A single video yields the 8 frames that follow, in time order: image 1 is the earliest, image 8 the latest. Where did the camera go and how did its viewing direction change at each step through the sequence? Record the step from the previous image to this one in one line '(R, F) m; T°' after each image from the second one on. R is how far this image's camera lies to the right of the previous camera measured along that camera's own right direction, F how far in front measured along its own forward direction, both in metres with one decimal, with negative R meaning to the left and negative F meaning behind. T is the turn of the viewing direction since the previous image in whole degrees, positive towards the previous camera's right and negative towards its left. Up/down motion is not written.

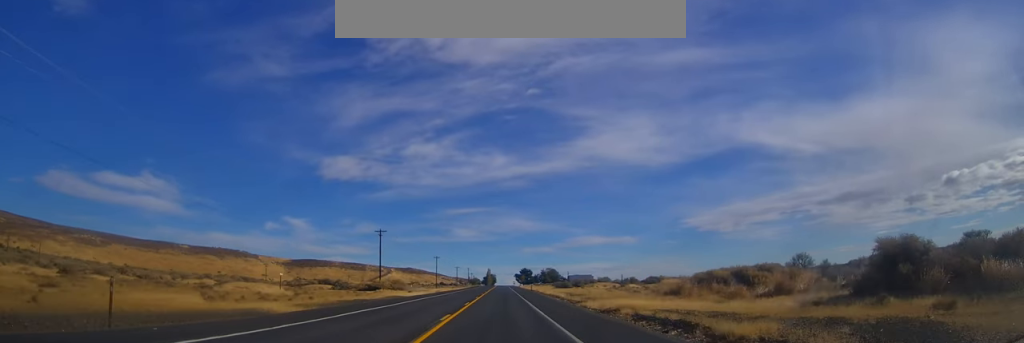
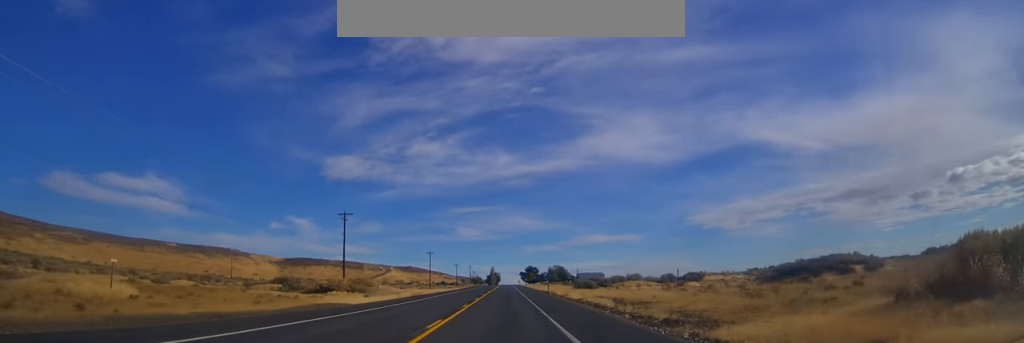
(+0.2, +28.3) m; 0°
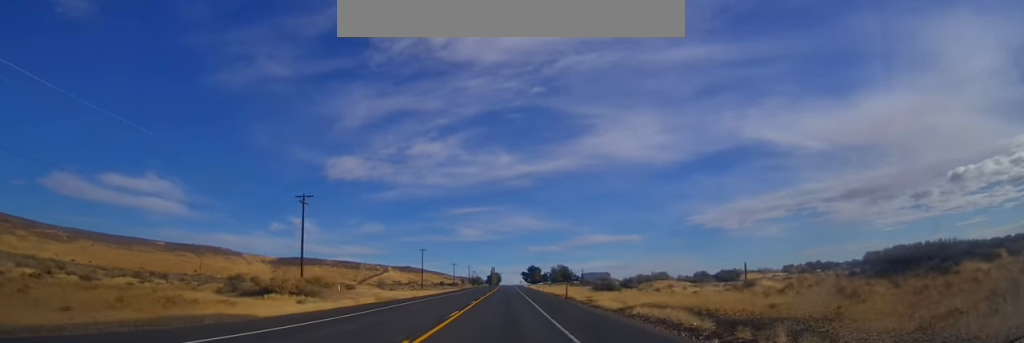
(+0.1, +18.4) m; -1°
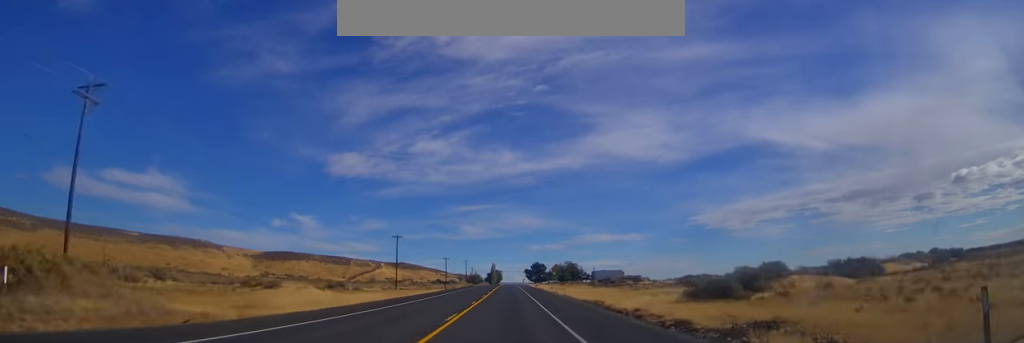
(-0.7, +39.3) m; 0°
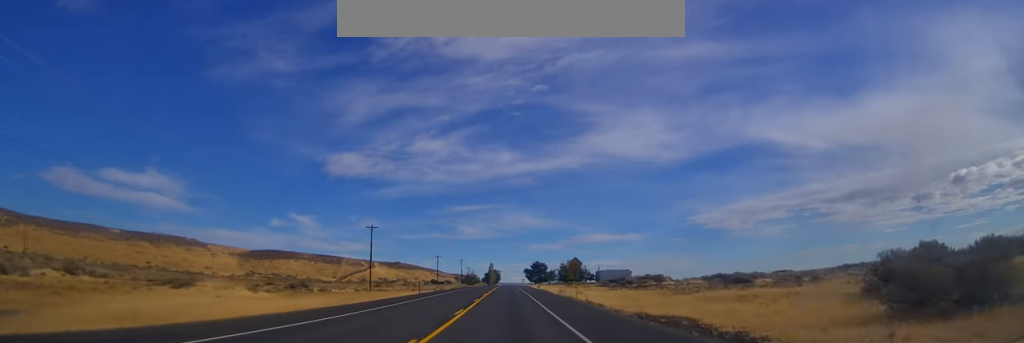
(+0.2, +21.9) m; +1°
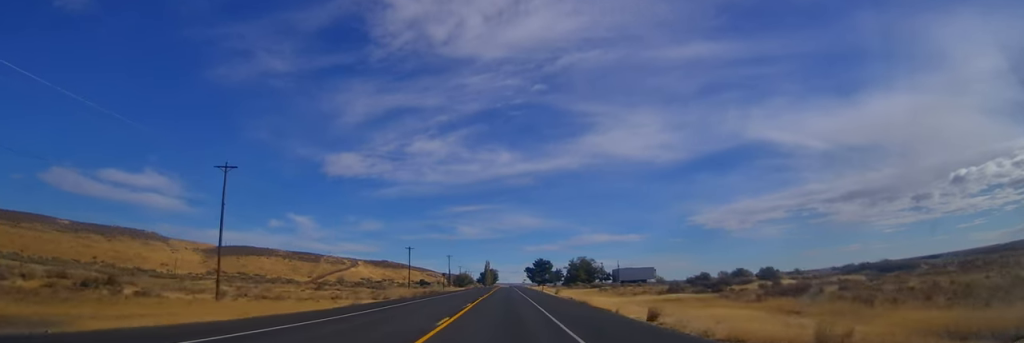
(+0.1, +54.8) m; -1°
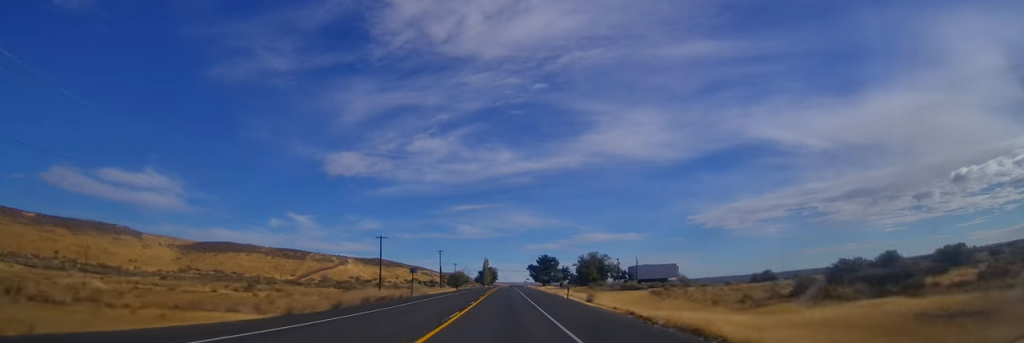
(0.0, +33.5) m; +1°
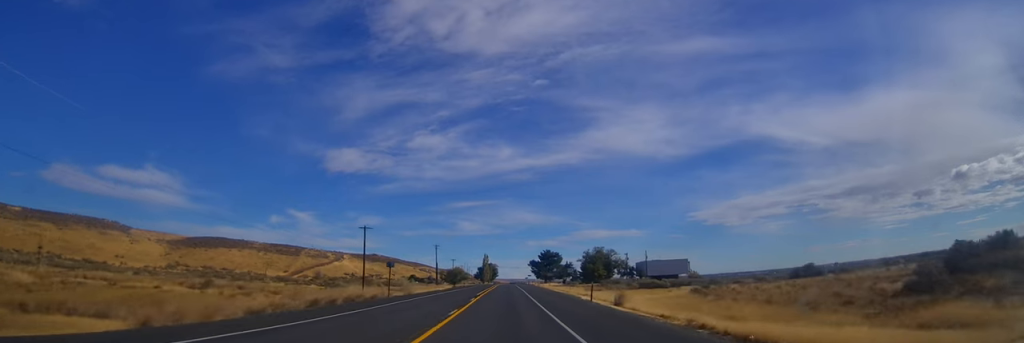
(+0.2, +13.3) m; +1°
